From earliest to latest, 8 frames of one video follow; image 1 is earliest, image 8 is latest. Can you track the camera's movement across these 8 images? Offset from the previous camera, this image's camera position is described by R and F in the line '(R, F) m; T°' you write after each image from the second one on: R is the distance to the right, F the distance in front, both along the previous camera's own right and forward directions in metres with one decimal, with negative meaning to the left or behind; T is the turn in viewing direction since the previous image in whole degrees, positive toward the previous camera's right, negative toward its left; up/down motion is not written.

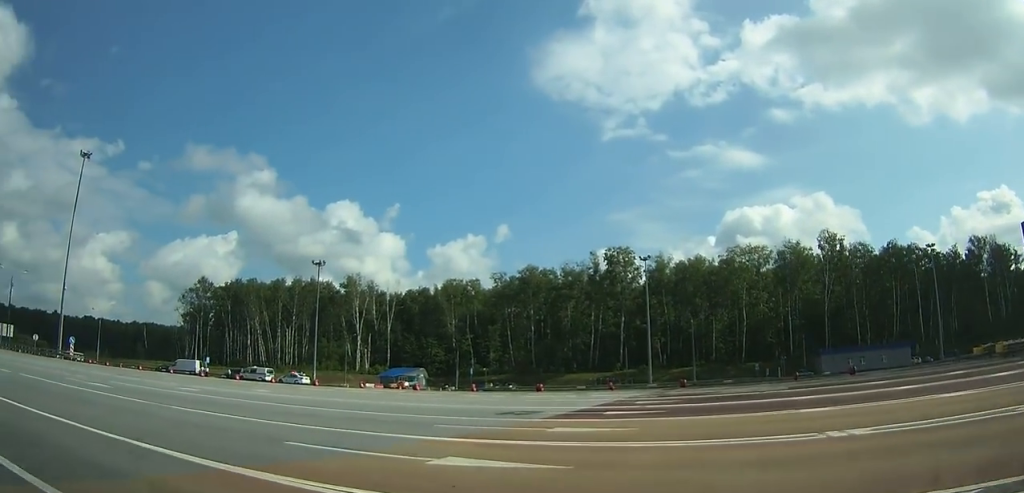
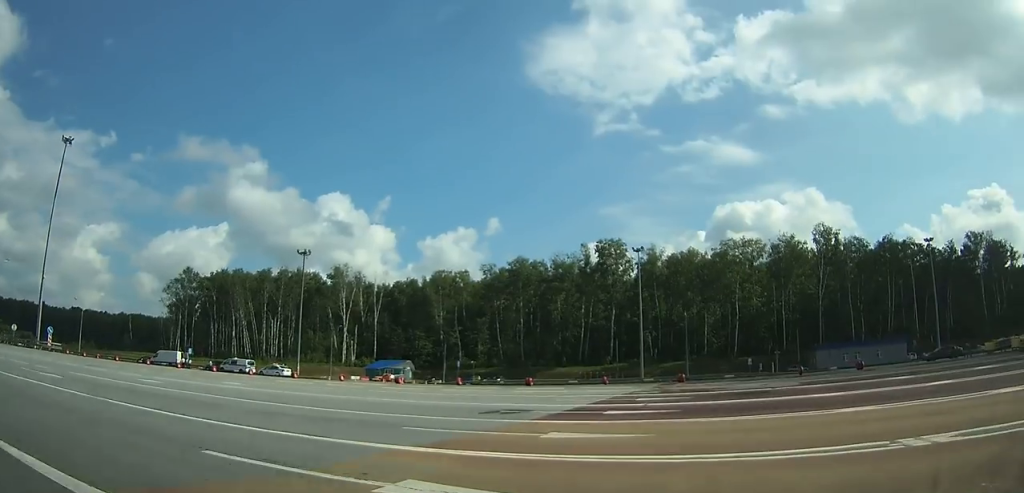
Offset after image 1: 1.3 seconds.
(+0.1, +1.6) m; +9°
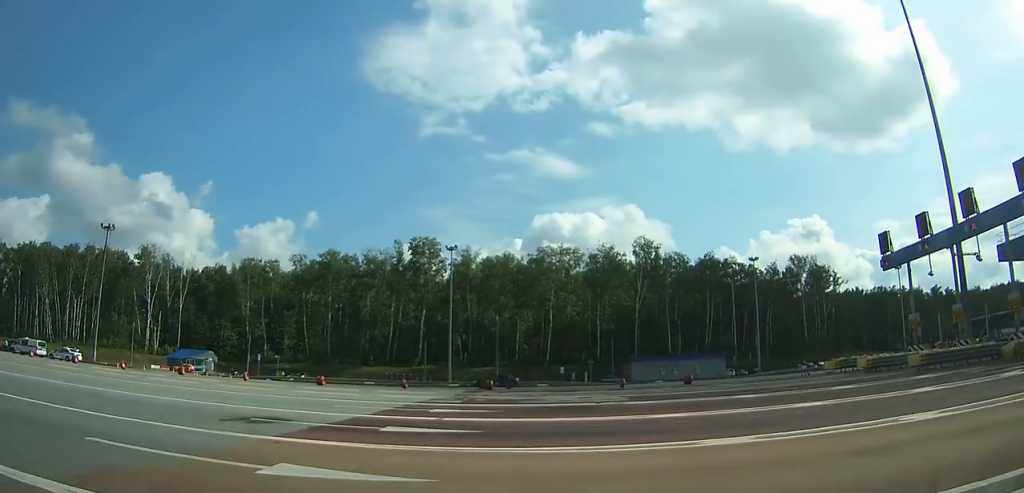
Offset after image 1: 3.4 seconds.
(+0.1, +2.6) m; +14°
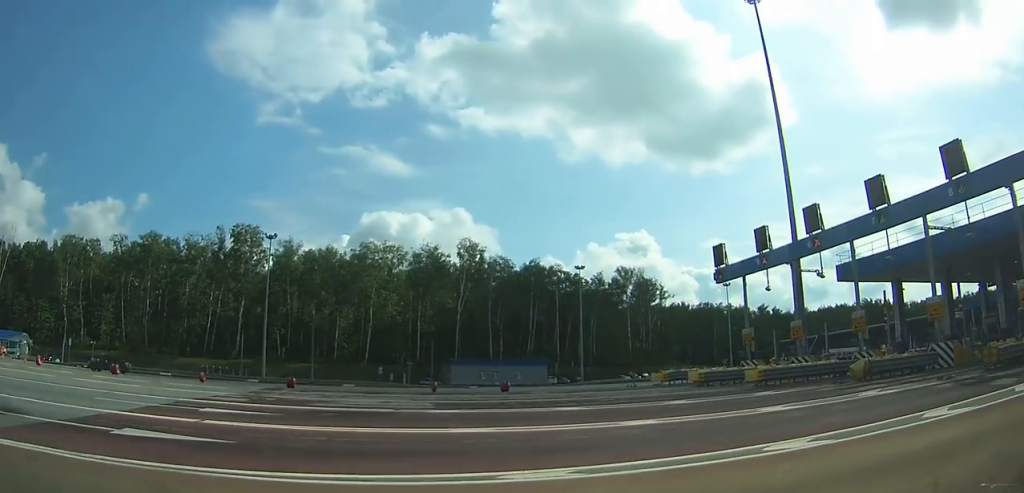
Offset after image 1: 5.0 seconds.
(+0.4, +1.9) m; +12°
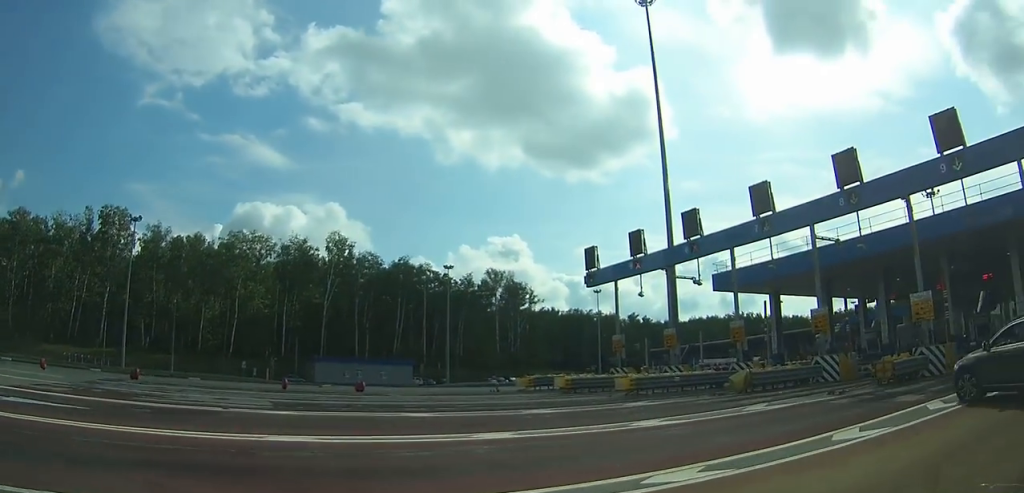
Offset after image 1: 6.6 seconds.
(+0.2, +2.0) m; +9°
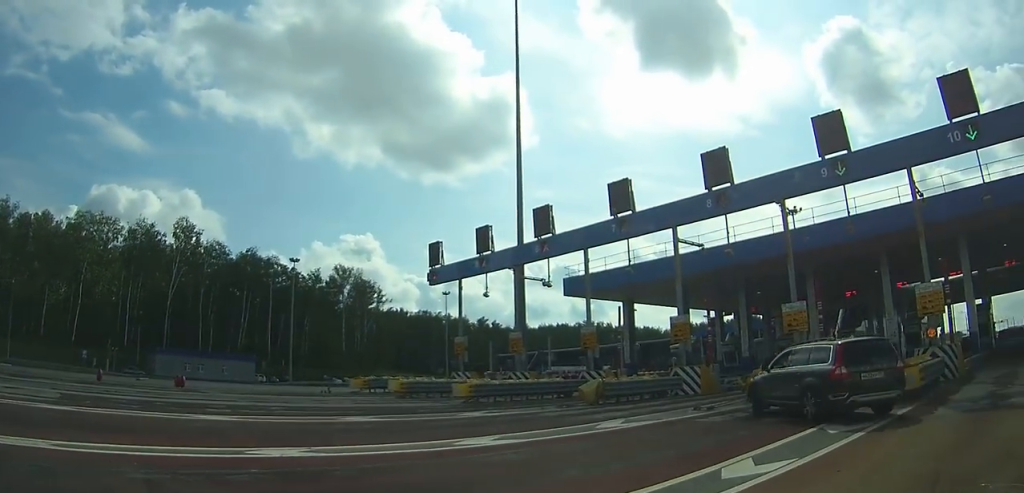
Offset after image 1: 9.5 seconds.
(+0.4, +3.9) m; +11°
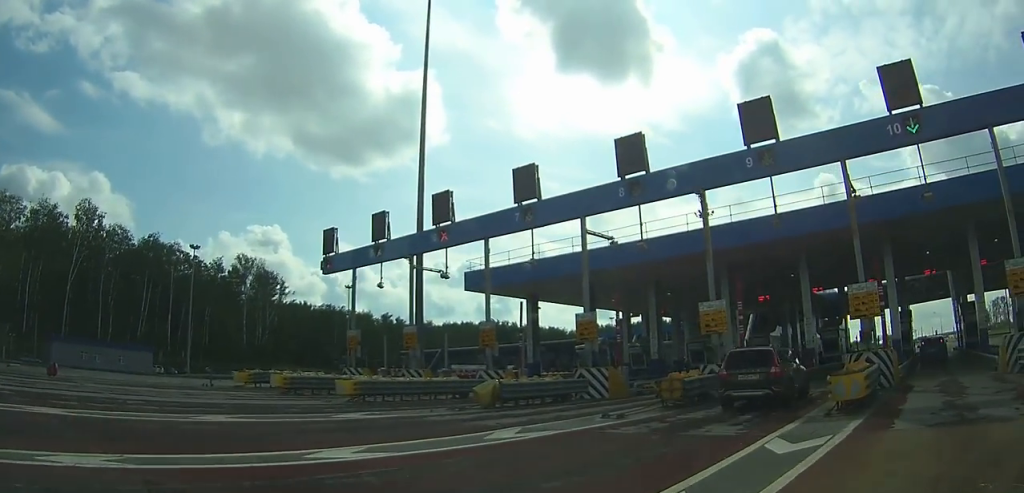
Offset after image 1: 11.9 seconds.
(+0.1, +3.7) m; +11°
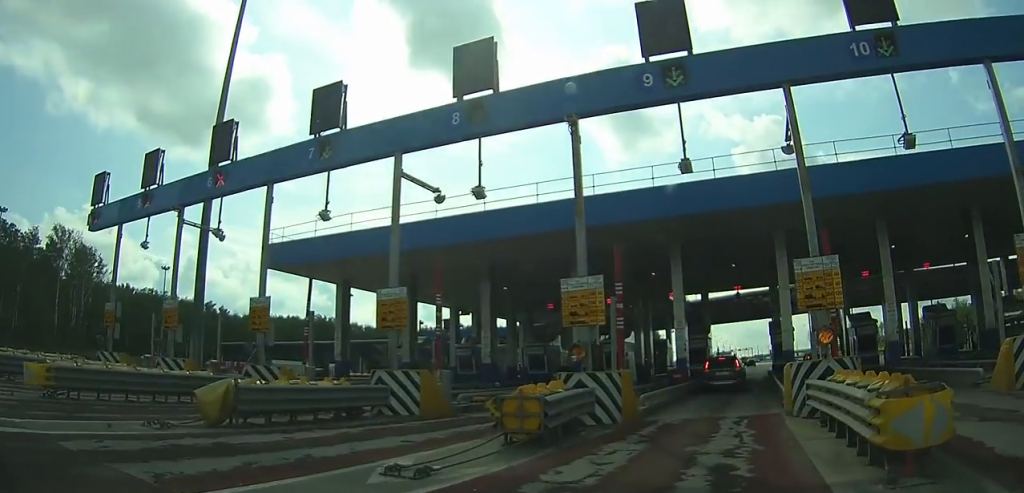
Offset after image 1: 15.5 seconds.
(+1.3, +7.3) m; +17°
